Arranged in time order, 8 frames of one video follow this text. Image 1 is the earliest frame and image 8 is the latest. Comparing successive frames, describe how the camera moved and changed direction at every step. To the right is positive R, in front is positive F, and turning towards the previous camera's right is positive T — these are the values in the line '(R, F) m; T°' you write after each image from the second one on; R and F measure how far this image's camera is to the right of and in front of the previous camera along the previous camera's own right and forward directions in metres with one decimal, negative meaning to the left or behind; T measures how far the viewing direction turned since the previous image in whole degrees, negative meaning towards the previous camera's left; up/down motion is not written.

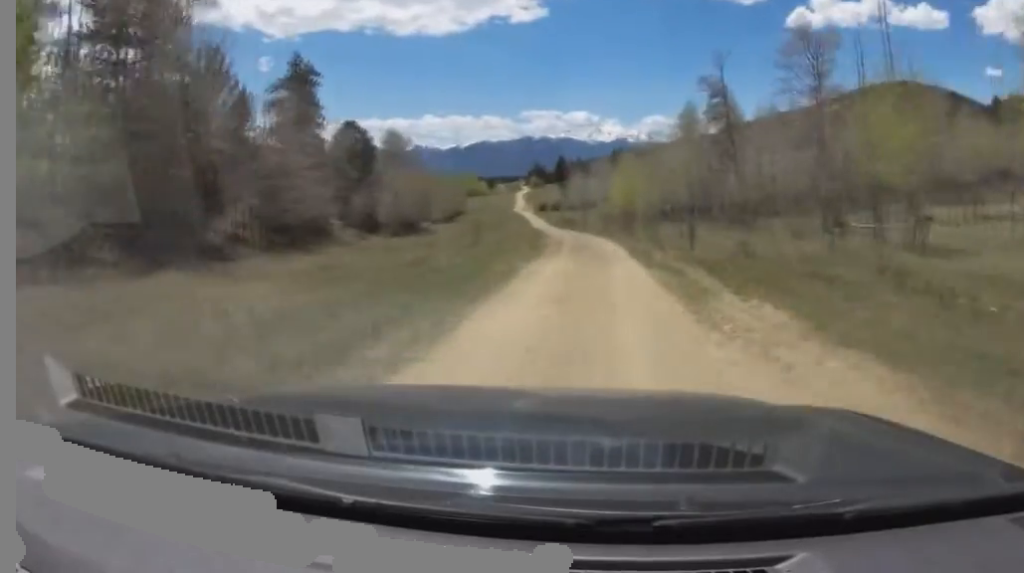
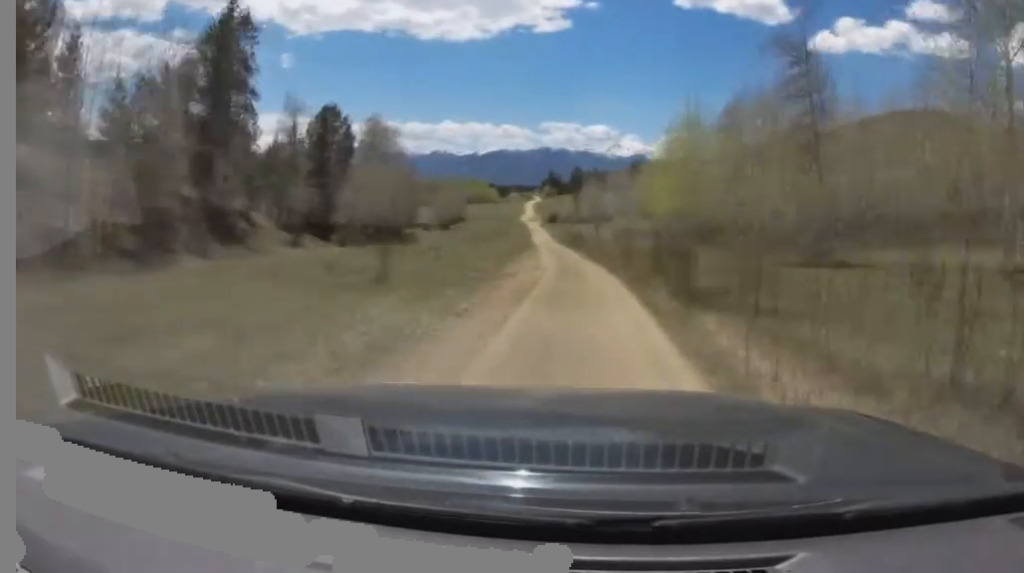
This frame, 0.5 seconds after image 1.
(-1.0, +16.5) m; -3°
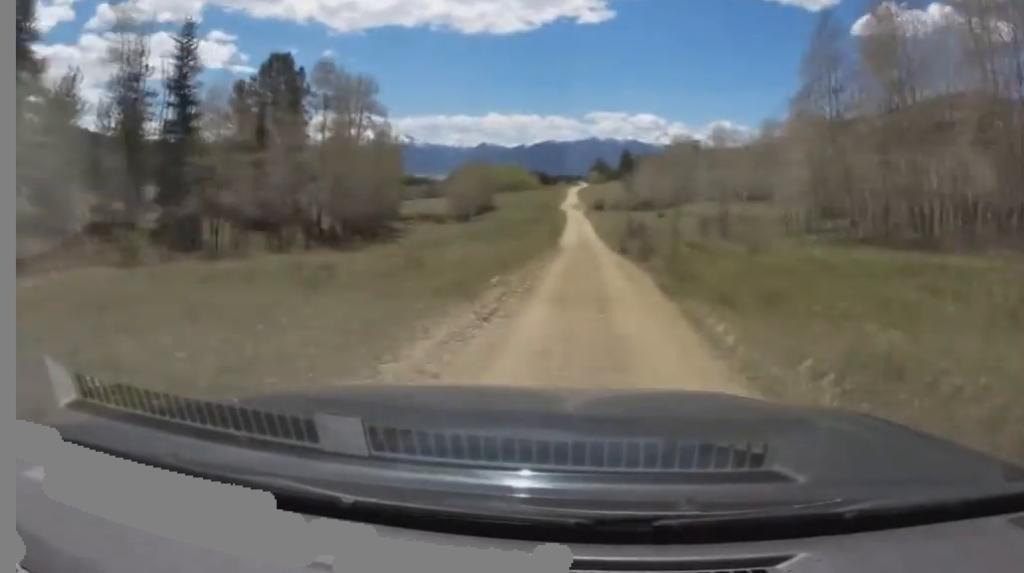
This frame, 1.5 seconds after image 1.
(0.0, +37.5) m; 0°
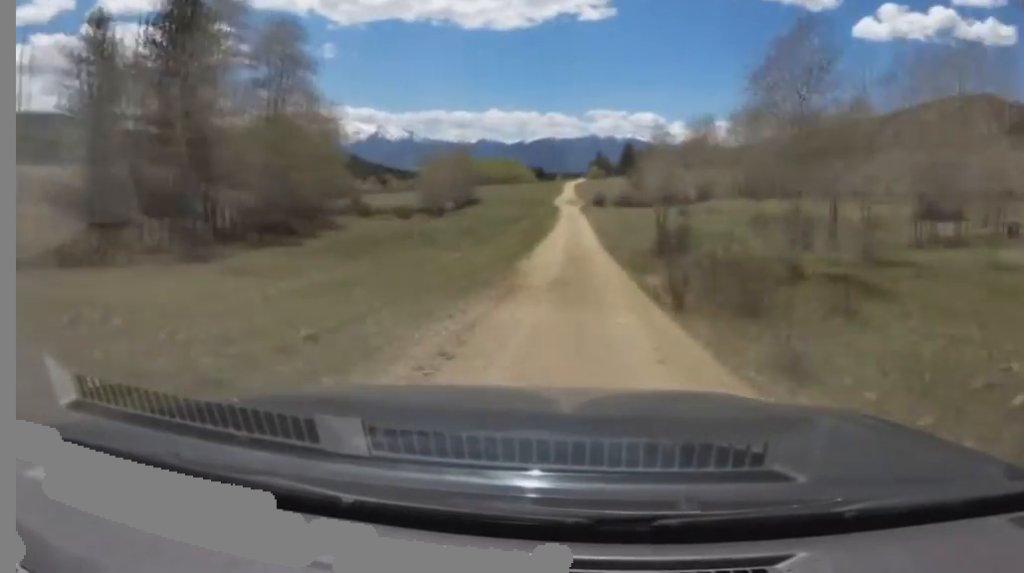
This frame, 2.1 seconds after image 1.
(0.0, +24.3) m; -1°
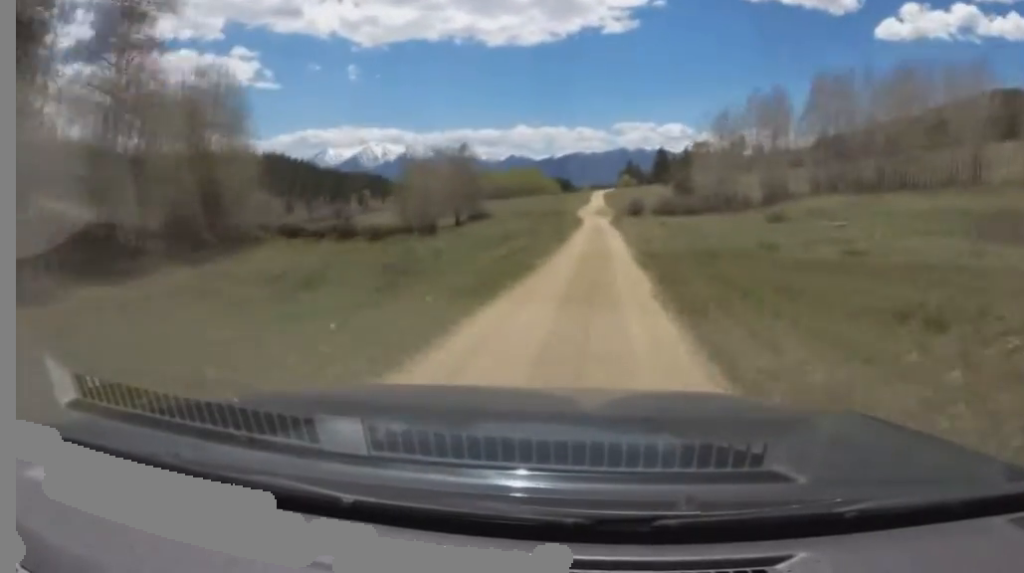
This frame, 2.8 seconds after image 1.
(-0.2, +26.1) m; -4°
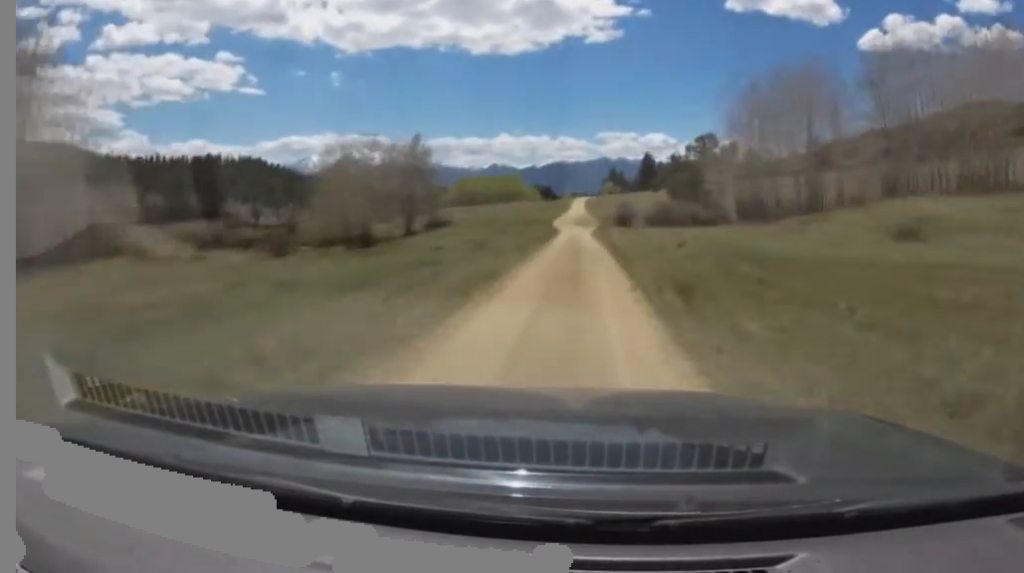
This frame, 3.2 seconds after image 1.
(+0.3, +18.1) m; -6°
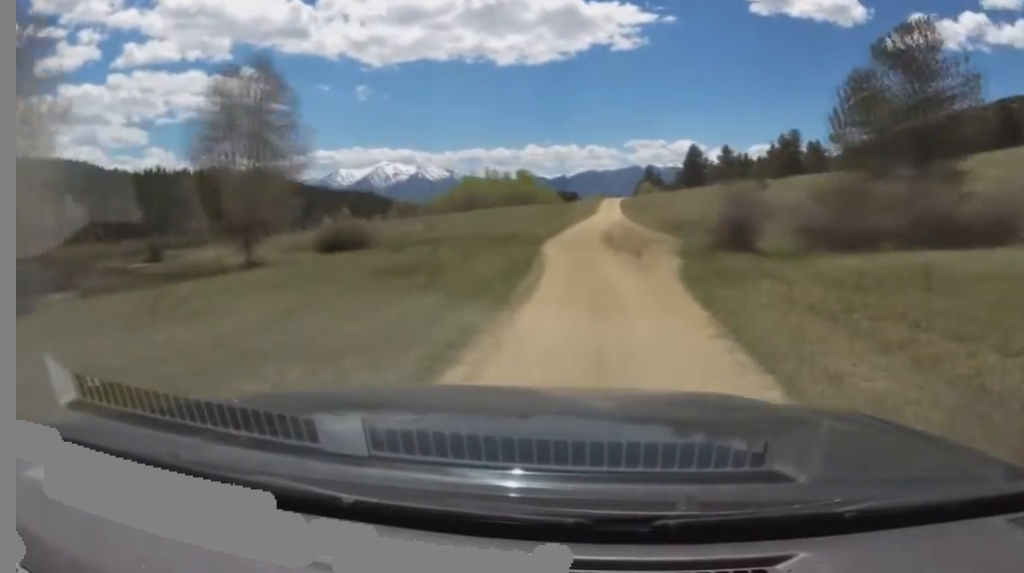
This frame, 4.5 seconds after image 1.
(-8.8, +52.9) m; 0°
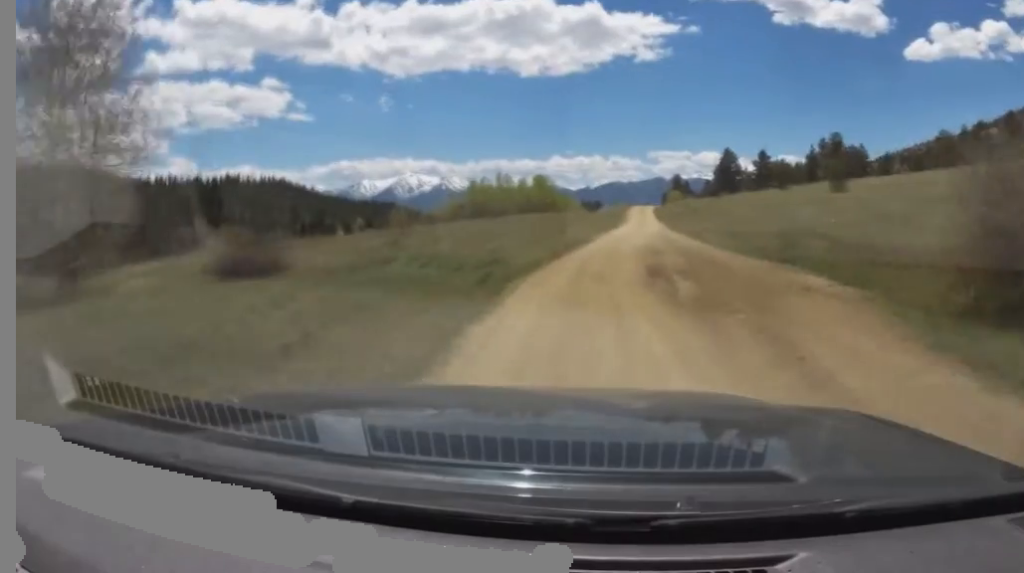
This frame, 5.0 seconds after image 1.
(+4.3, +16.3) m; +9°
